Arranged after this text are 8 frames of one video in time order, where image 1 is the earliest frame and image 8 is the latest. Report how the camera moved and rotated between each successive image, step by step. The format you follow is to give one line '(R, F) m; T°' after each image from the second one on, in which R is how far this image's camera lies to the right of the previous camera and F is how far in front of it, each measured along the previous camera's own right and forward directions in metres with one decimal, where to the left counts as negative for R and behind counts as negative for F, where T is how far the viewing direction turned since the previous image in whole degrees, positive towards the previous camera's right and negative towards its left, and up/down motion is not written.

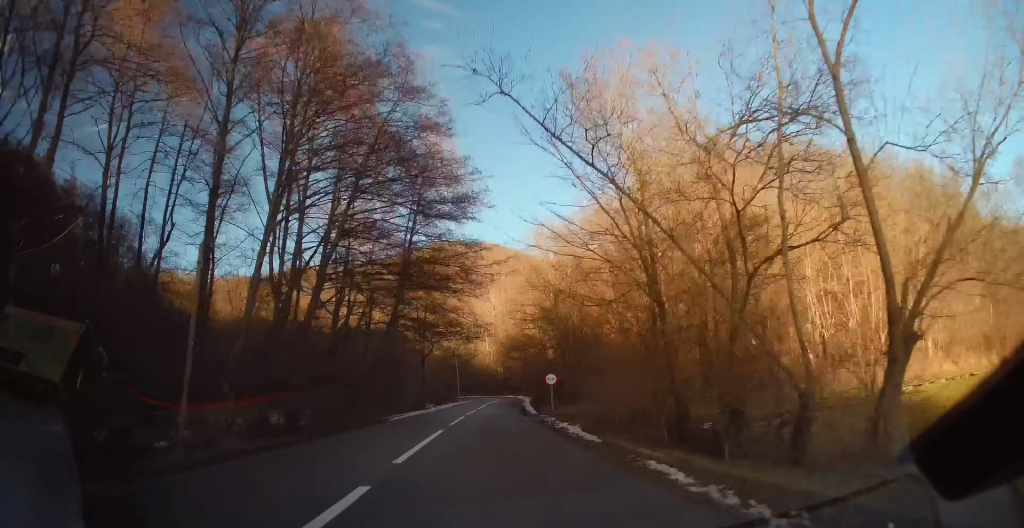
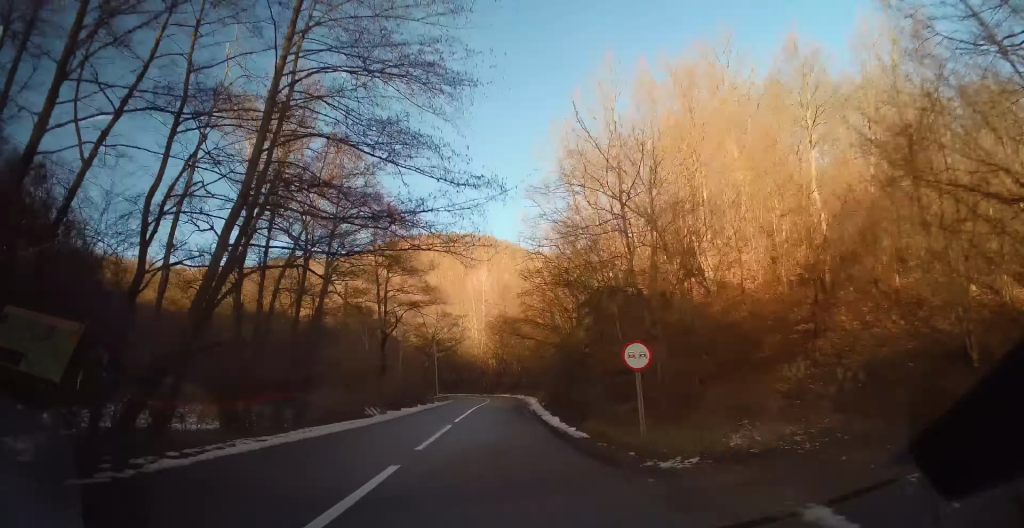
(0.0, +21.5) m; 0°
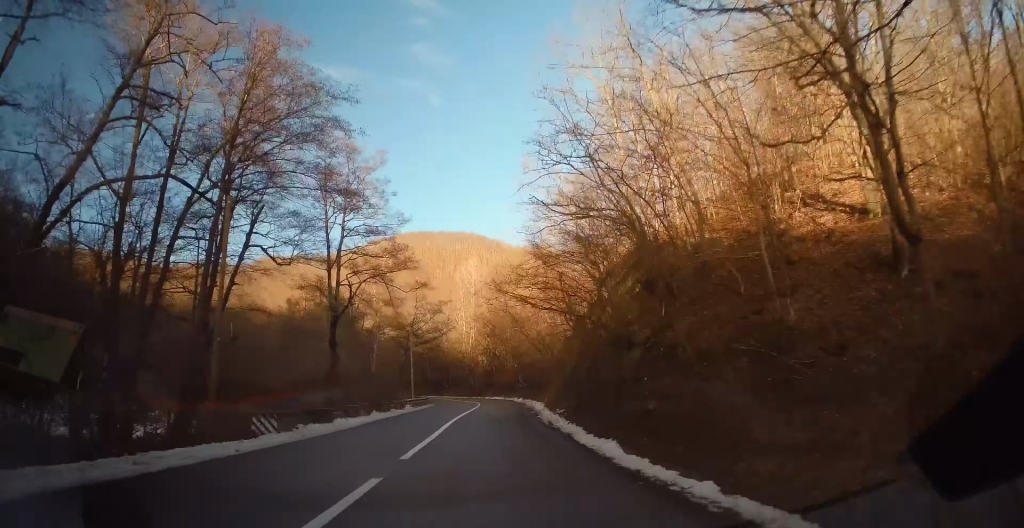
(-0.1, +13.0) m; +1°
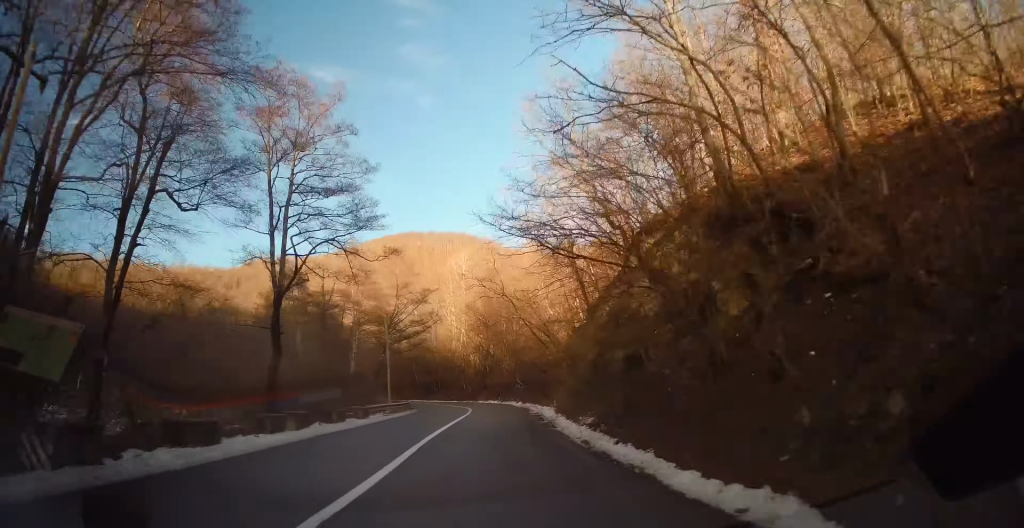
(+0.1, +8.4) m; 0°
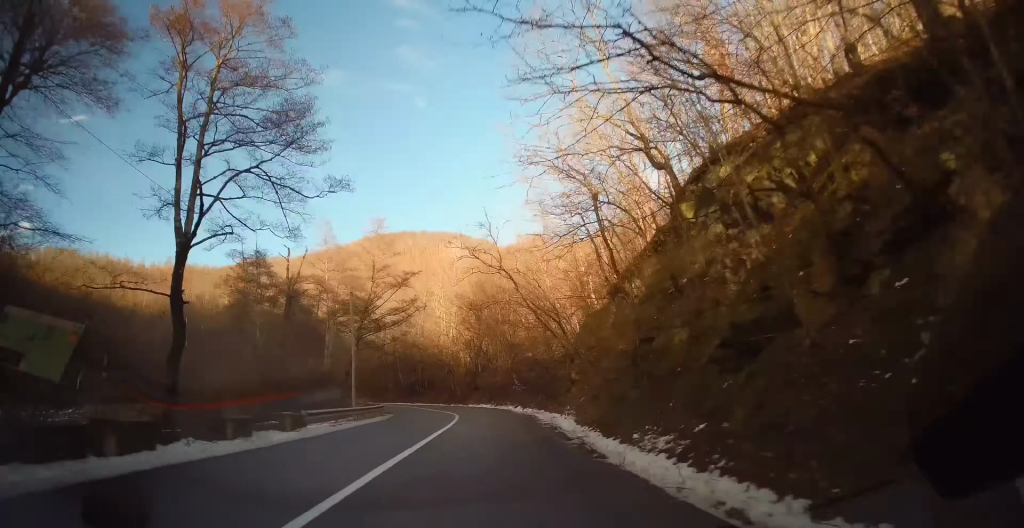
(+0.2, +8.3) m; 0°
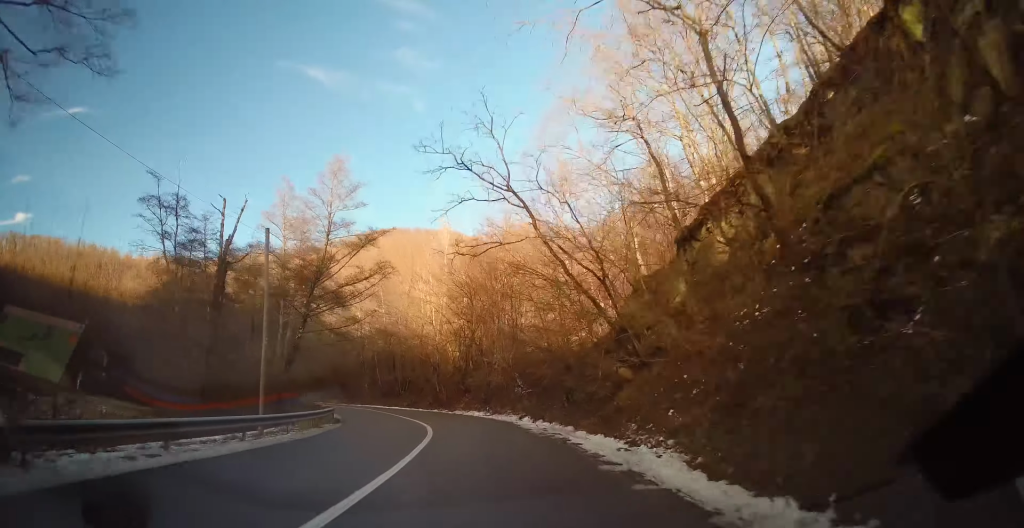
(-0.1, +12.1) m; -2°
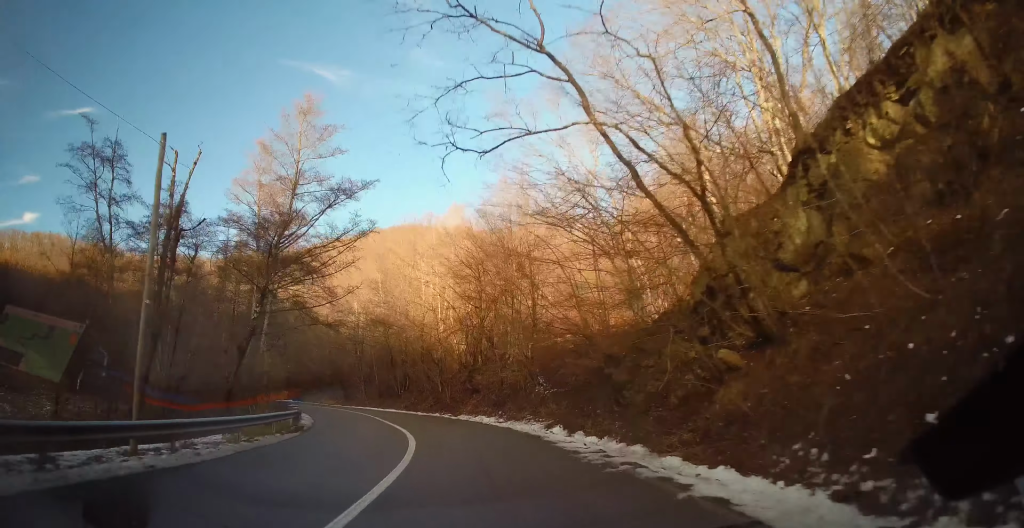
(+0.1, +8.0) m; -2°
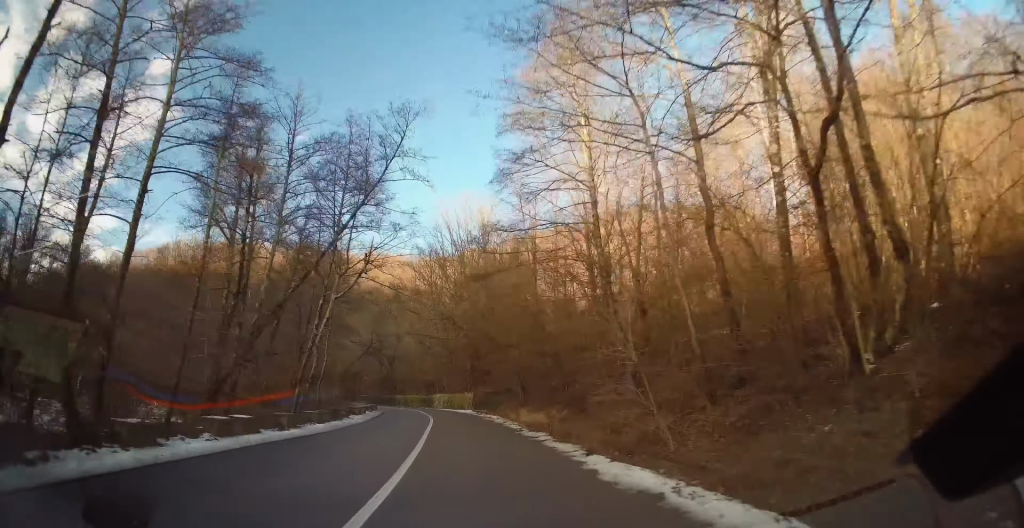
(-9.3, +46.7) m; -21°
